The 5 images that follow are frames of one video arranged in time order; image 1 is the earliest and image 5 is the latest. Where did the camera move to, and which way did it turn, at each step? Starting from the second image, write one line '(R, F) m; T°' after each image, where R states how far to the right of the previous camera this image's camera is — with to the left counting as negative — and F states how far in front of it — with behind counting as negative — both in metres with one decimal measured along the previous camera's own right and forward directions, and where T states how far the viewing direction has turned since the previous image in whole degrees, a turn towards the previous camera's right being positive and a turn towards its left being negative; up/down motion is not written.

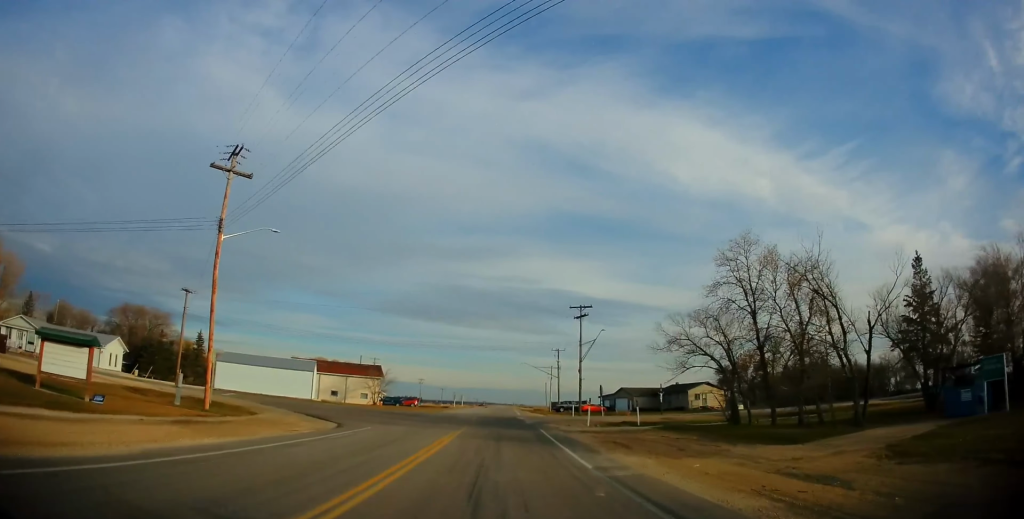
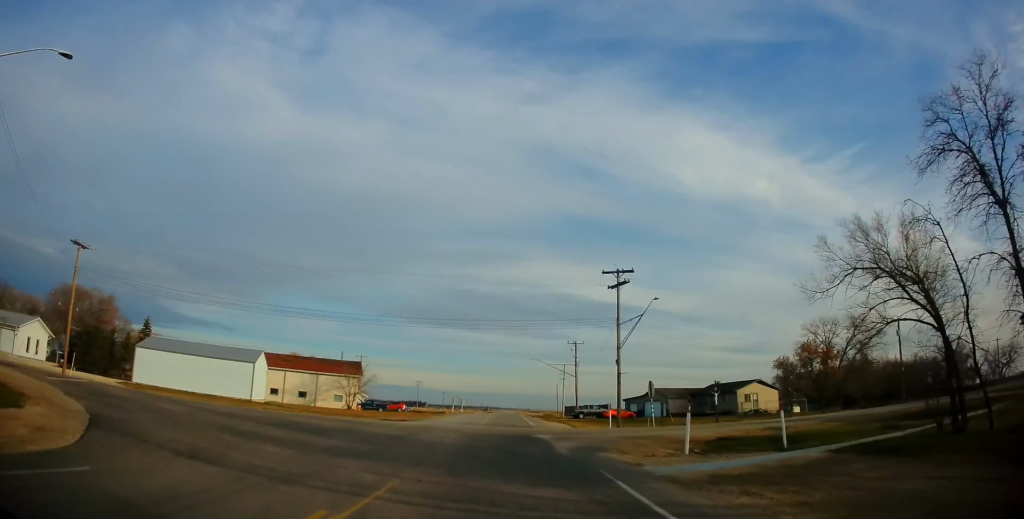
(+0.2, +18.7) m; +2°
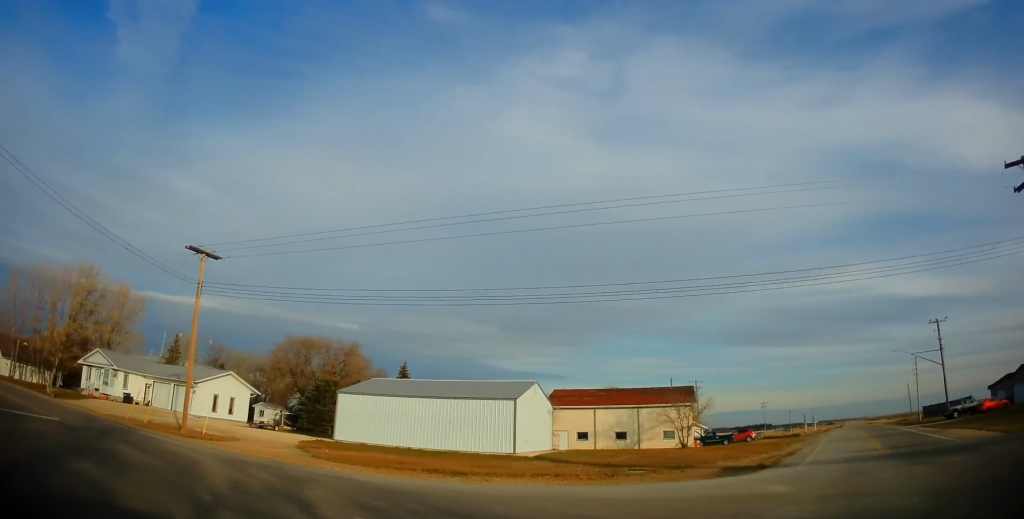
(-3.2, +18.5) m; -39°
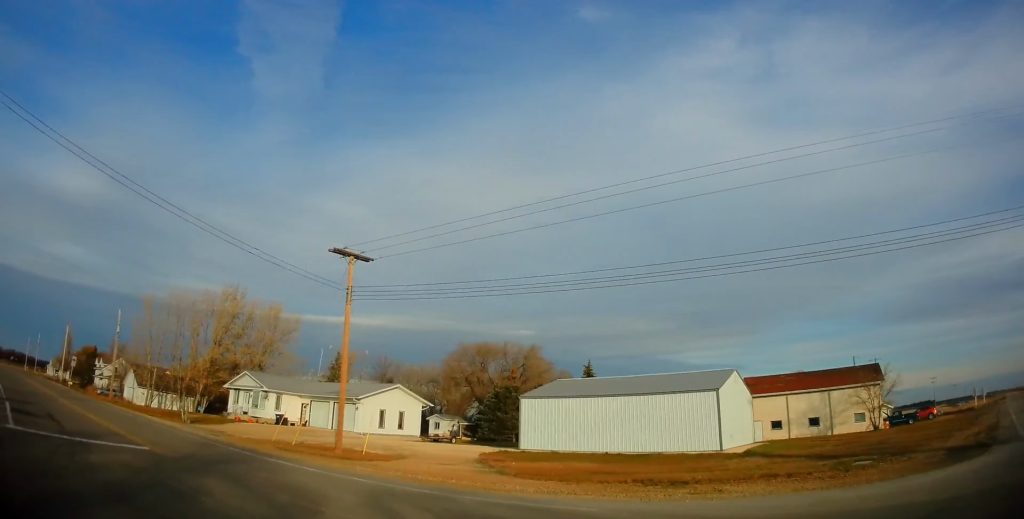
(-0.5, +3.3) m; -15°
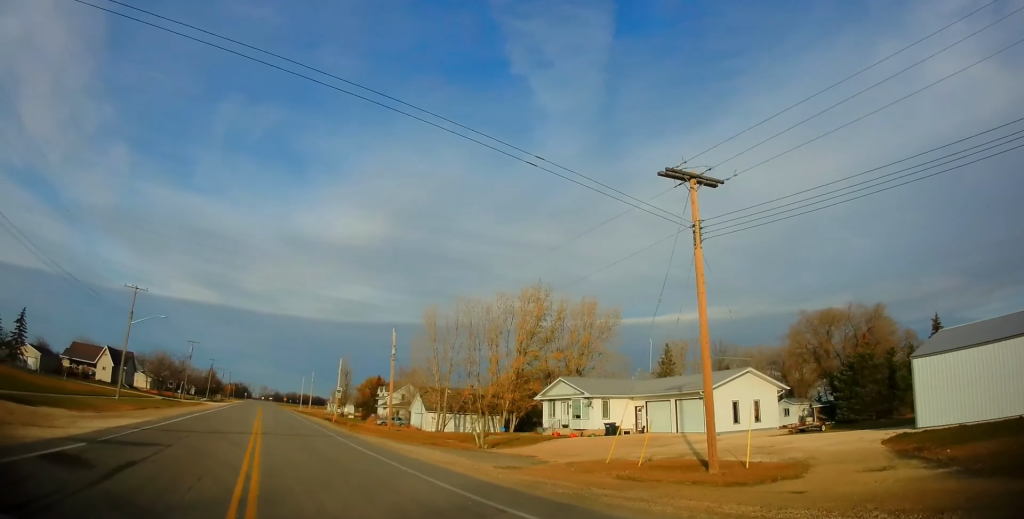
(-2.2, +8.5) m; -28°
